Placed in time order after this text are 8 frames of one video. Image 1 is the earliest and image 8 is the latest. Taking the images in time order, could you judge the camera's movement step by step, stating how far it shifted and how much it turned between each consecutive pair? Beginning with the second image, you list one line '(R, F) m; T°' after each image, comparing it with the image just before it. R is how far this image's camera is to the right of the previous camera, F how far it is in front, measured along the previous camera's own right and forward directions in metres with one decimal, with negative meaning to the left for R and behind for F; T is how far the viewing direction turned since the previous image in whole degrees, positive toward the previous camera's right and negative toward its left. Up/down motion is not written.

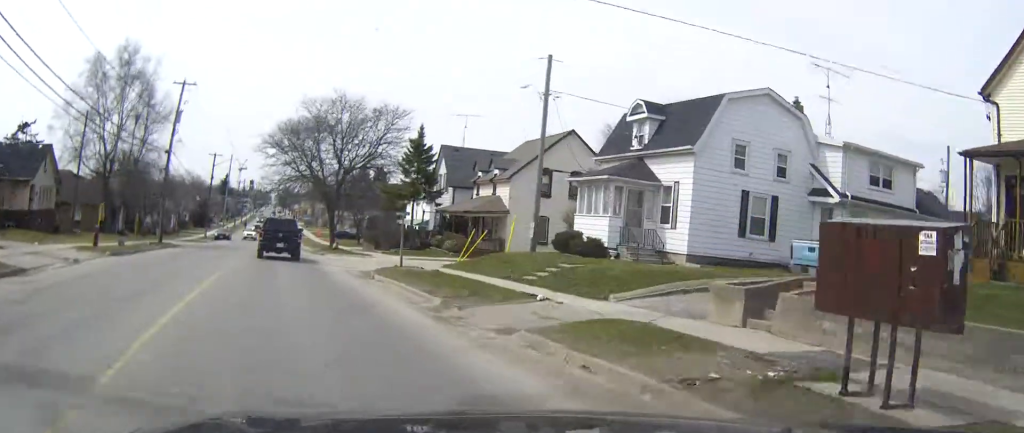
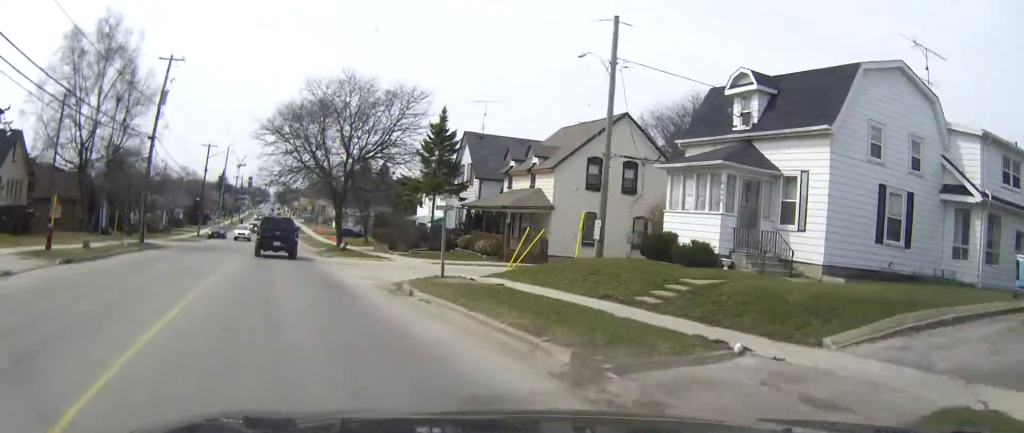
(0.0, +7.6) m; 0°
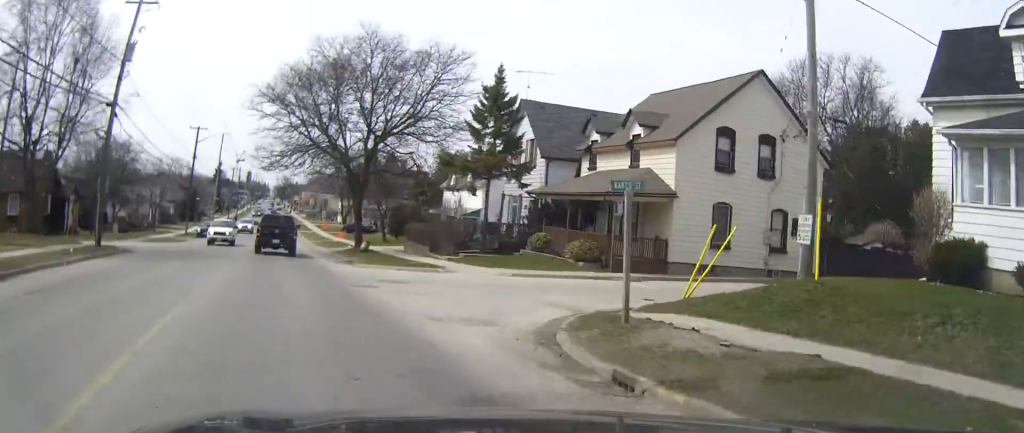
(0.0, +12.4) m; 0°
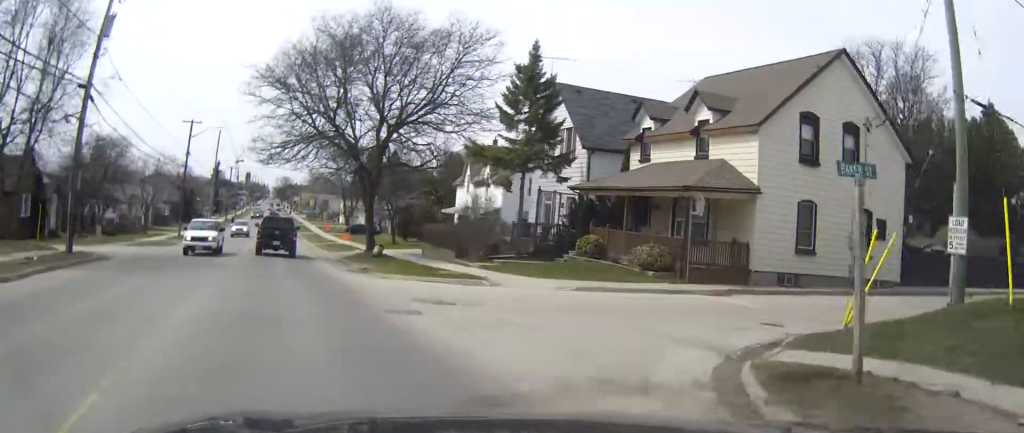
(0.0, +5.2) m; 0°
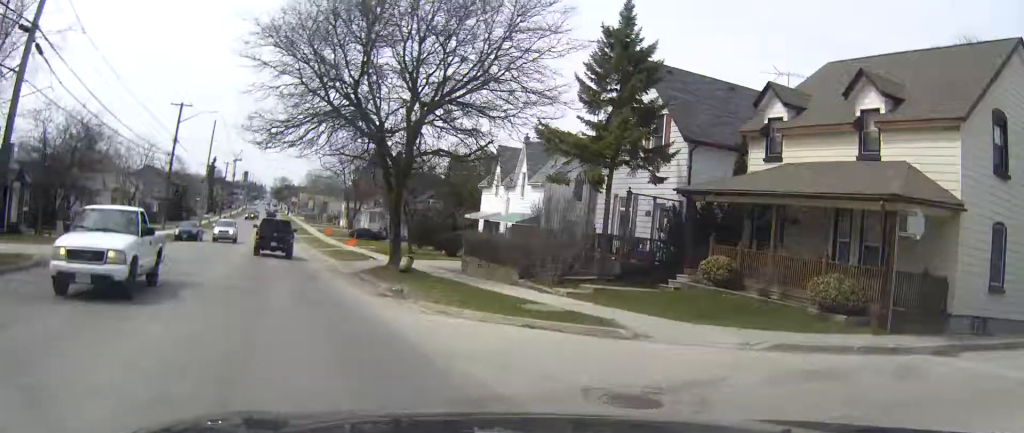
(0.0, +8.5) m; 0°
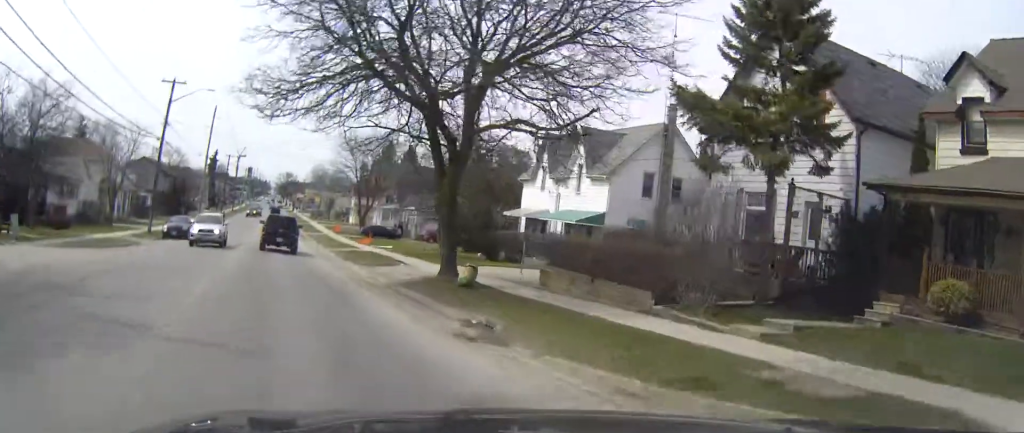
(0.0, +8.2) m; 0°
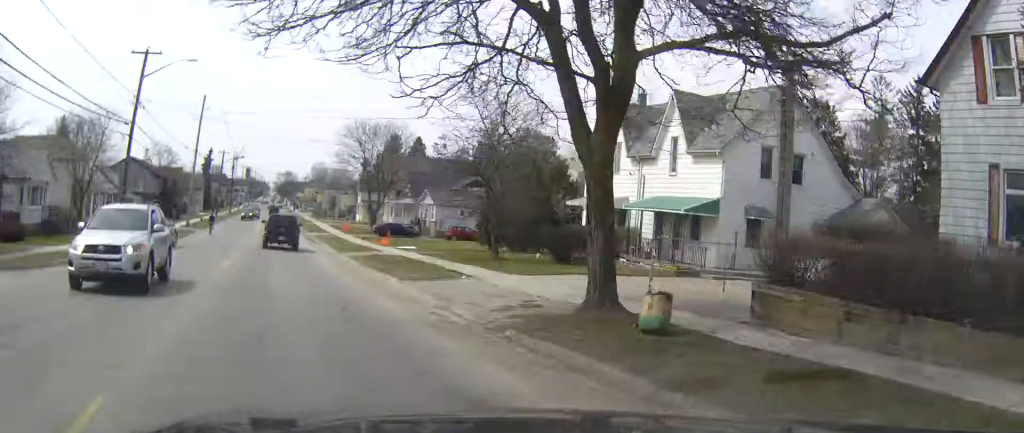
(0.0, +10.1) m; 0°
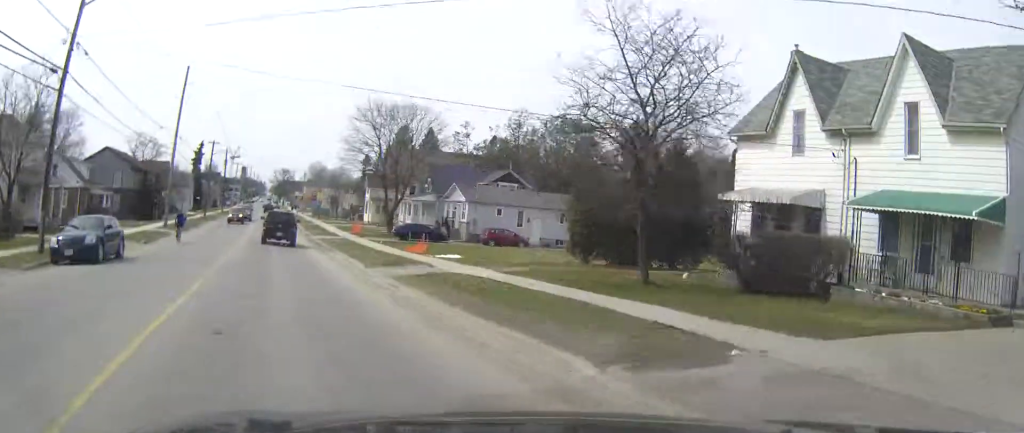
(0.0, +13.3) m; +1°
